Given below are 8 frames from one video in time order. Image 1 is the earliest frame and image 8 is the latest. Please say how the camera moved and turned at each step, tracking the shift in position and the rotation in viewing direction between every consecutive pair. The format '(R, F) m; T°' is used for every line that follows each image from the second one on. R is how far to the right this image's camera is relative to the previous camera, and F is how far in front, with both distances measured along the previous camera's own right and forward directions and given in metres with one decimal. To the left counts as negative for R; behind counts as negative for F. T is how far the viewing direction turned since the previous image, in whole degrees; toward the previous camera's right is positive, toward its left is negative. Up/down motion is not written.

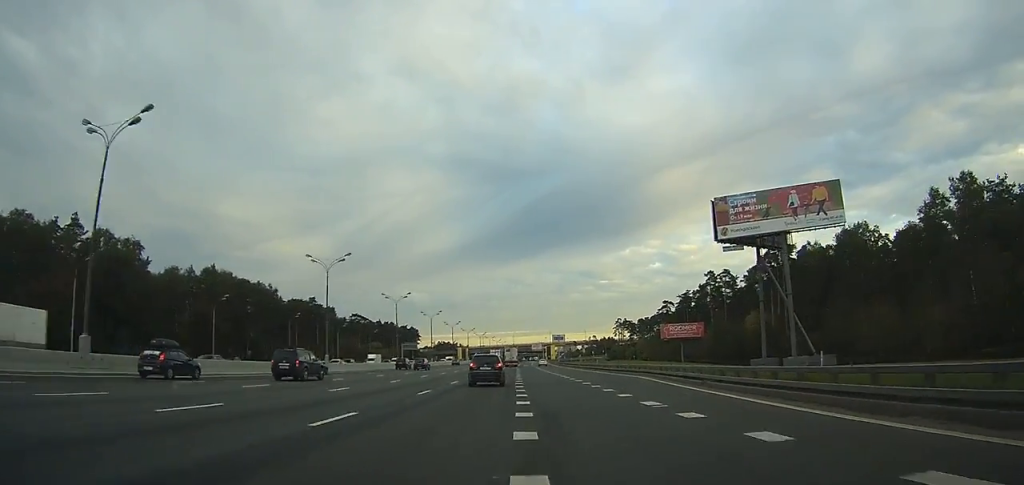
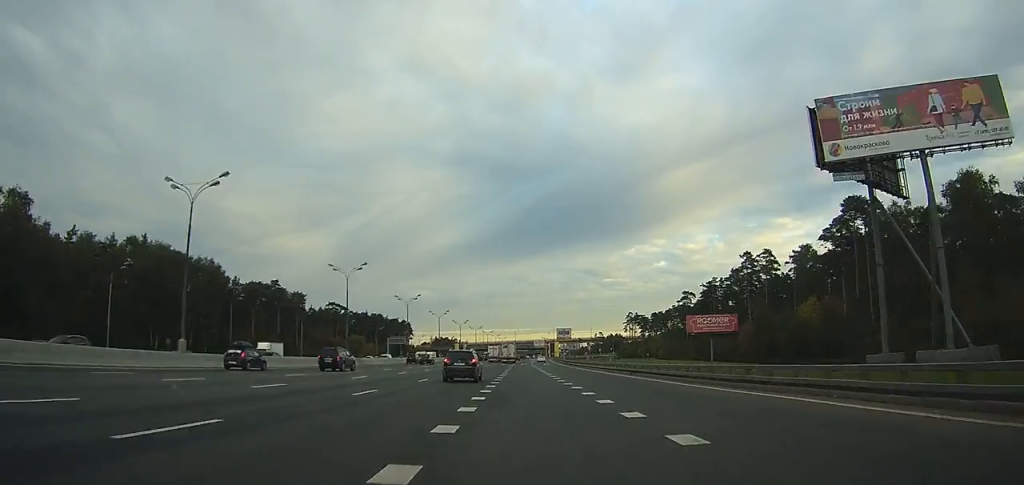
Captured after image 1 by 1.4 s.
(0.0, +28.6) m; 0°
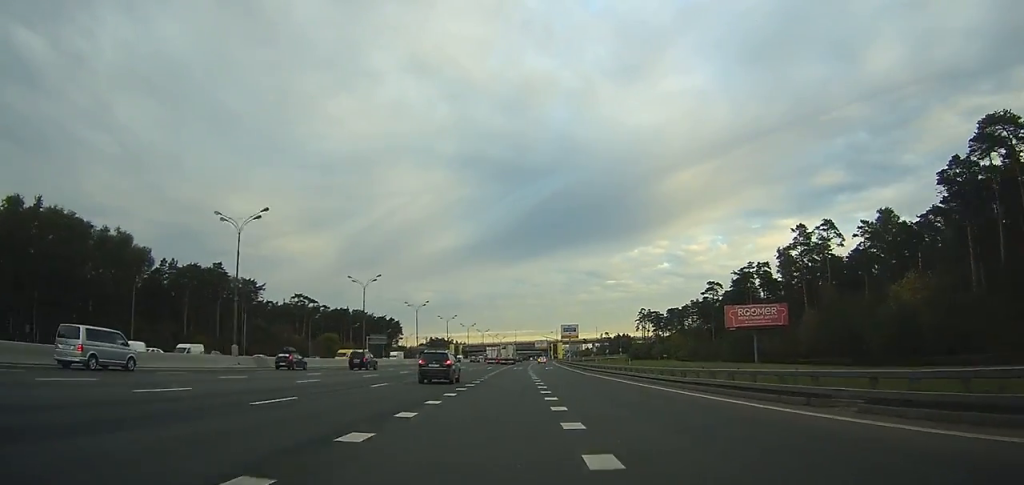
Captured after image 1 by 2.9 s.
(0.0, +29.9) m; 0°
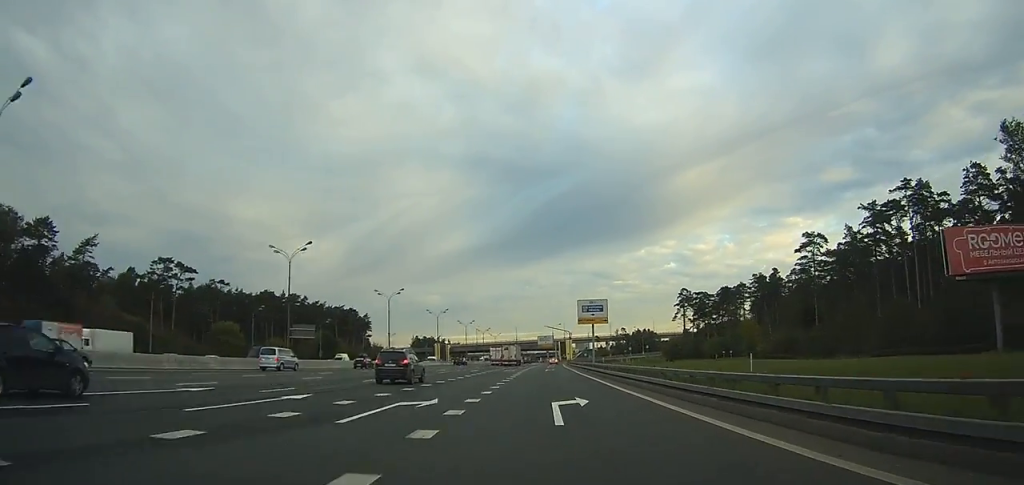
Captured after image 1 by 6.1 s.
(-0.7, +62.8) m; -1°
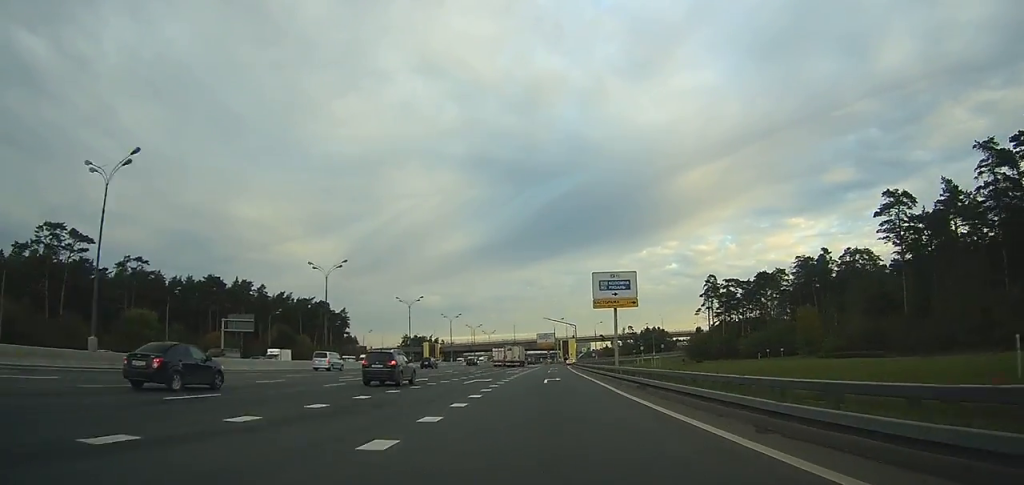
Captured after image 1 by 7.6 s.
(-0.1, +27.0) m; 0°
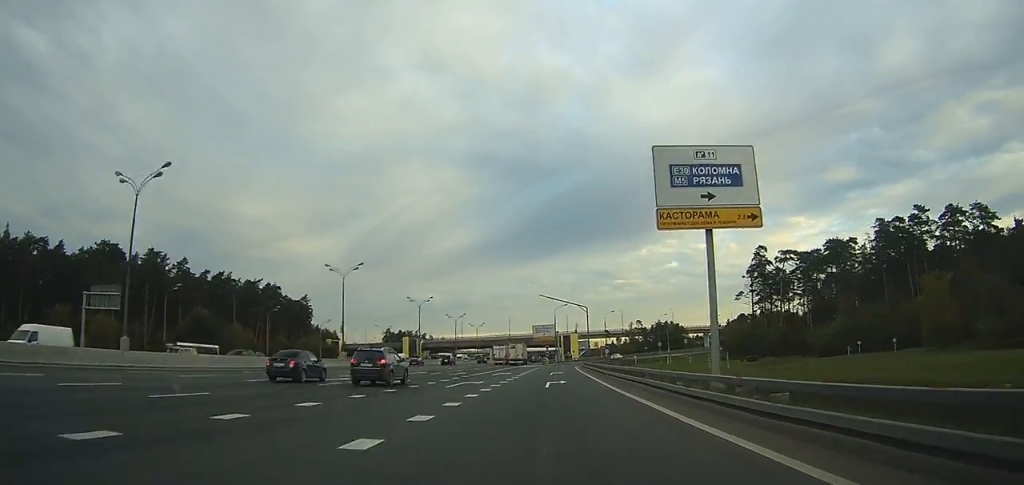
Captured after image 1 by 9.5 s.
(0.0, +34.4) m; 0°
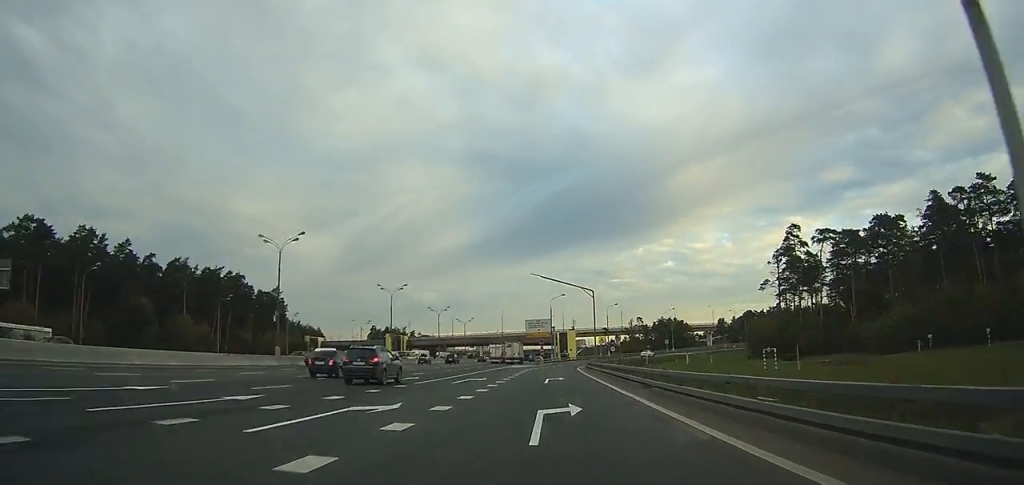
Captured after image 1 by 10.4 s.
(-0.1, +17.7) m; 0°
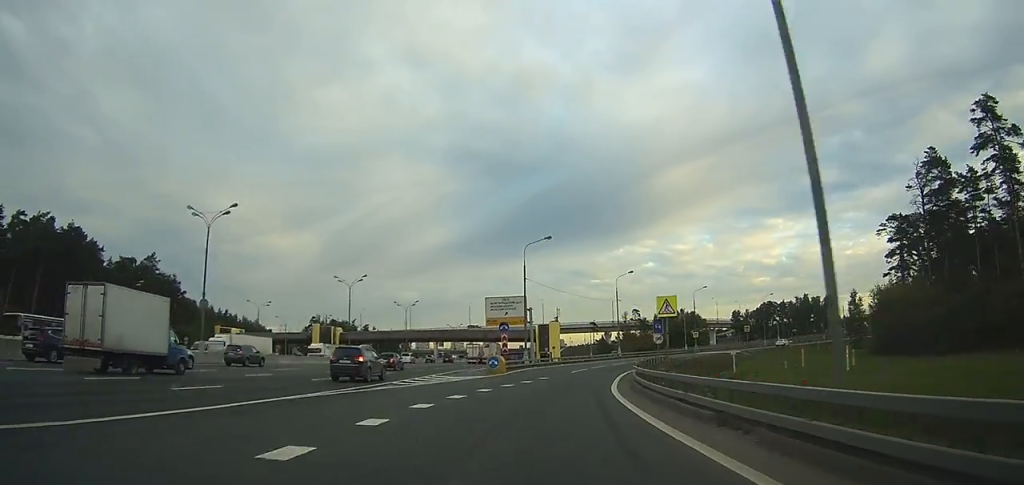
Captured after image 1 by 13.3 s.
(+1.4, +50.2) m; +5°
